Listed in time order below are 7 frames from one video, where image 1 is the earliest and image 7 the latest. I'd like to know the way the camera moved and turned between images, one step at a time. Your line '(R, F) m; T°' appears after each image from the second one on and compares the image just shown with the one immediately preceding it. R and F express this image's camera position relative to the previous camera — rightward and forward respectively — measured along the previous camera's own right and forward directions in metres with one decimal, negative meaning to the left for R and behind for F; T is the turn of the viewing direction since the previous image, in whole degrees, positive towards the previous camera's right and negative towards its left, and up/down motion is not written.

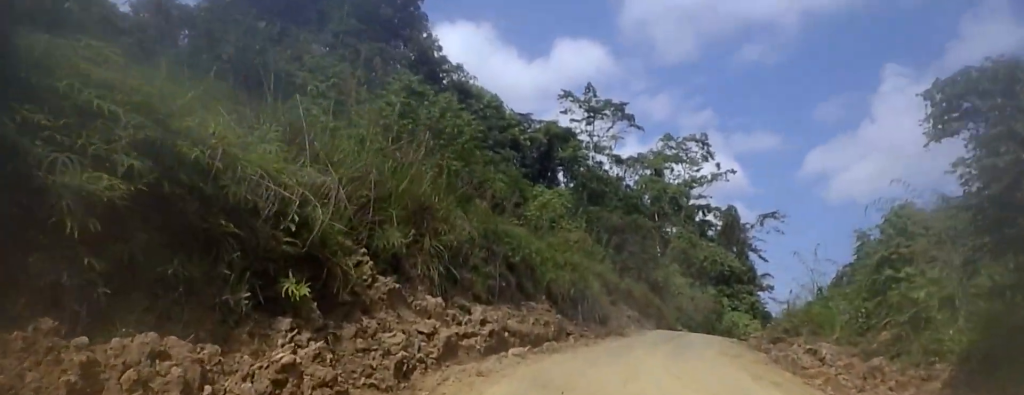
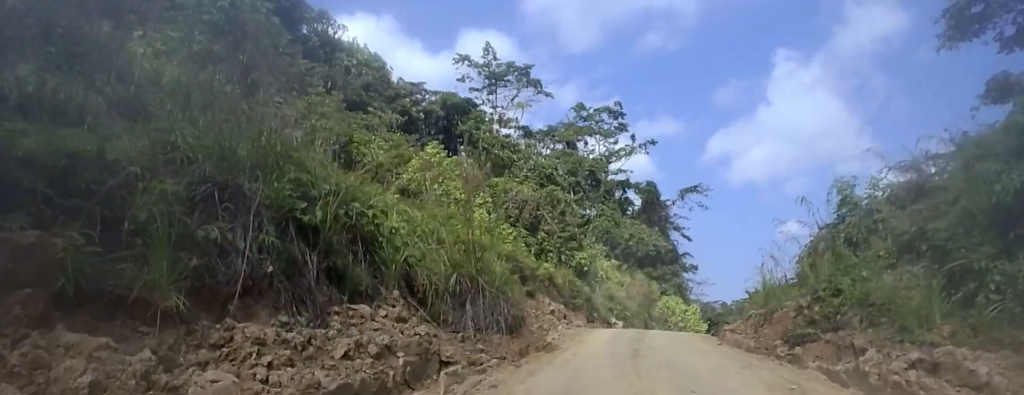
(+0.8, +10.3) m; +14°
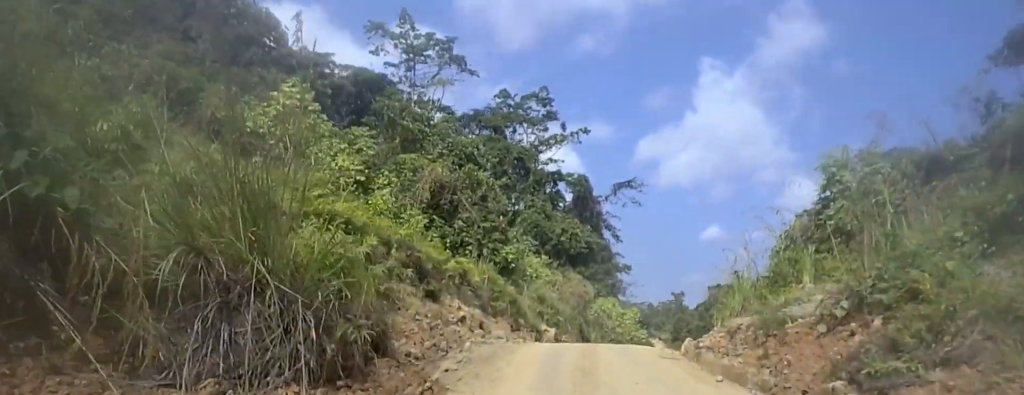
(+1.2, +6.9) m; +5°
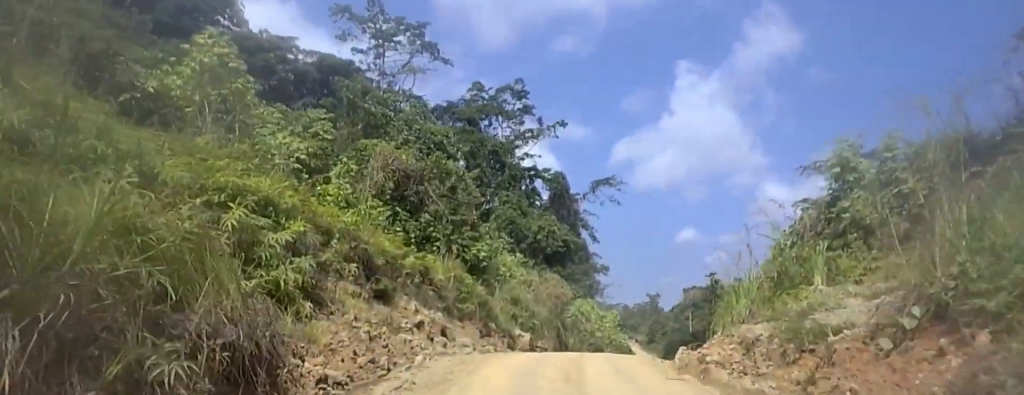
(-0.5, +2.9) m; -7°
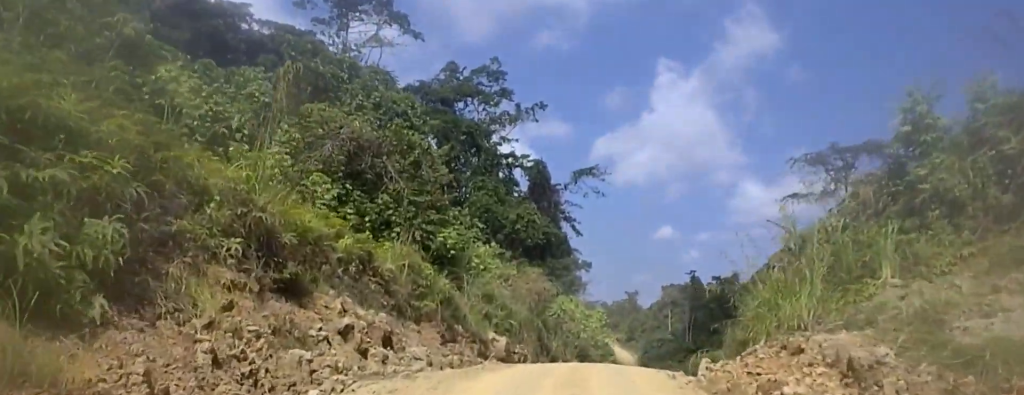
(-0.4, +4.7) m; +1°
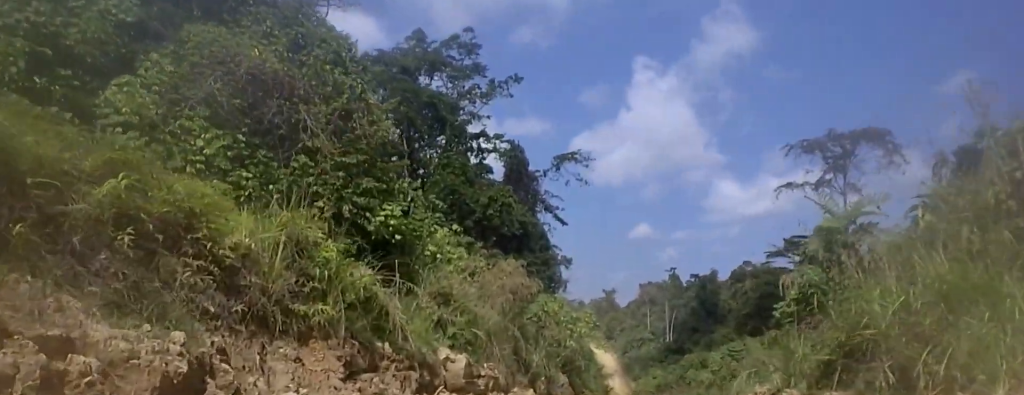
(+1.0, +7.1) m; +5°
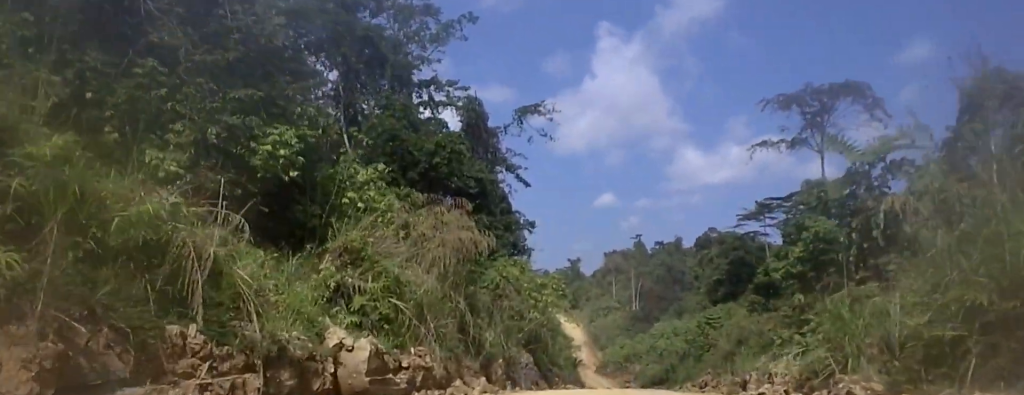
(-0.6, +5.5) m; -2°
